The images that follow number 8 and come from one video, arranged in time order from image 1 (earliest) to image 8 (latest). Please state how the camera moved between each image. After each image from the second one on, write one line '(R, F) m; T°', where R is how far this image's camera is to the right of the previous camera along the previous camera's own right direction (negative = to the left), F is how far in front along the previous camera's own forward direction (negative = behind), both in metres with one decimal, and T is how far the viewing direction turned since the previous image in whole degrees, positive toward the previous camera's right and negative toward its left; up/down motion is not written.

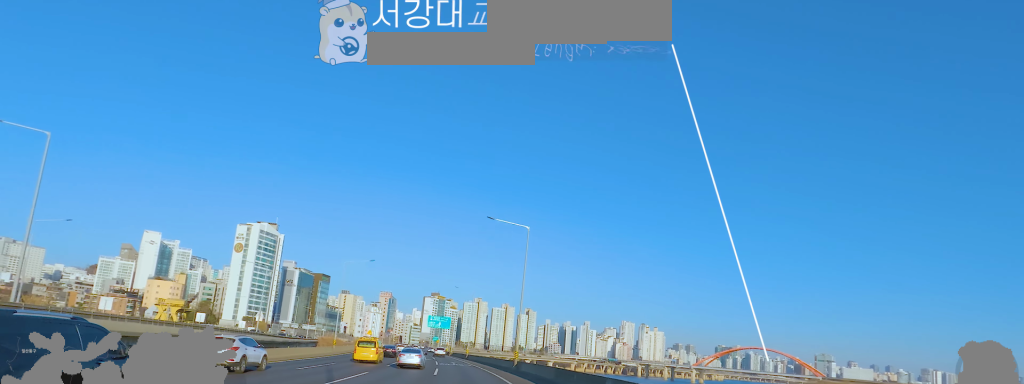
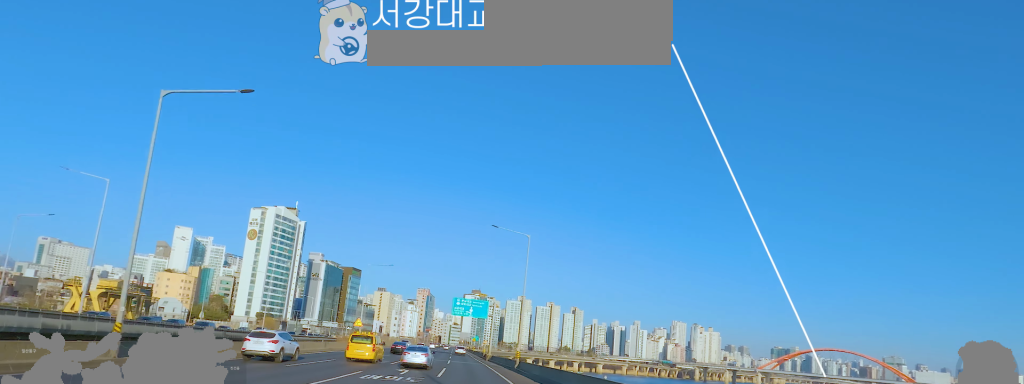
(-2.1, +44.0) m; 0°
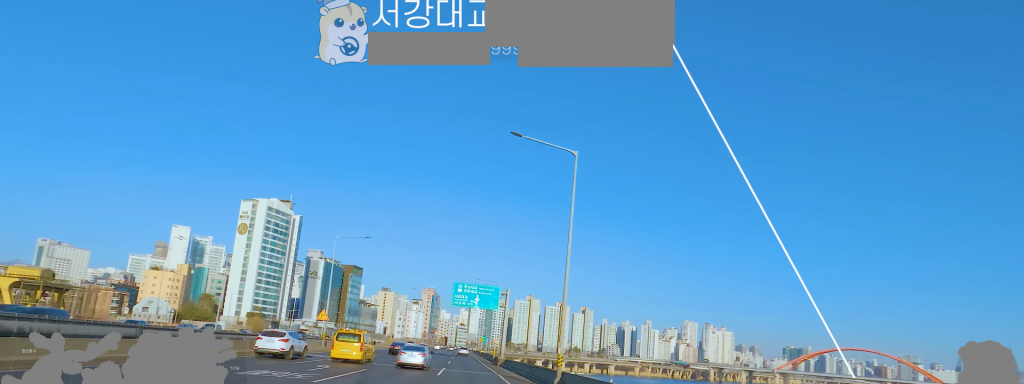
(+0.9, +19.9) m; -1°
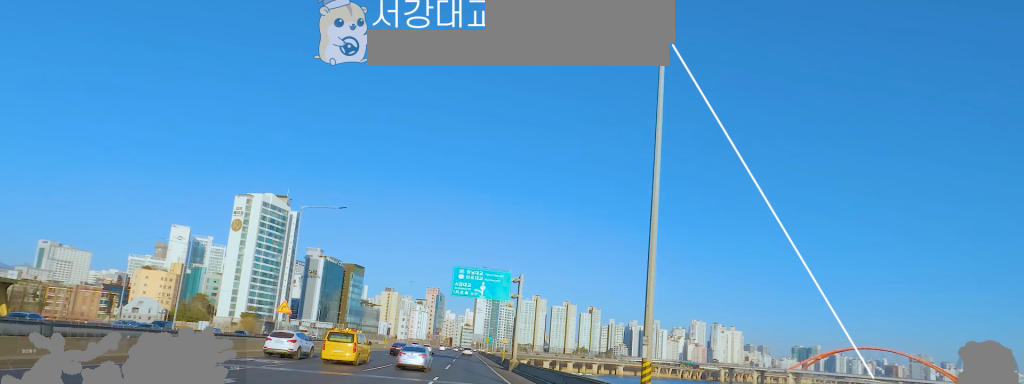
(-0.7, +12.7) m; -2°
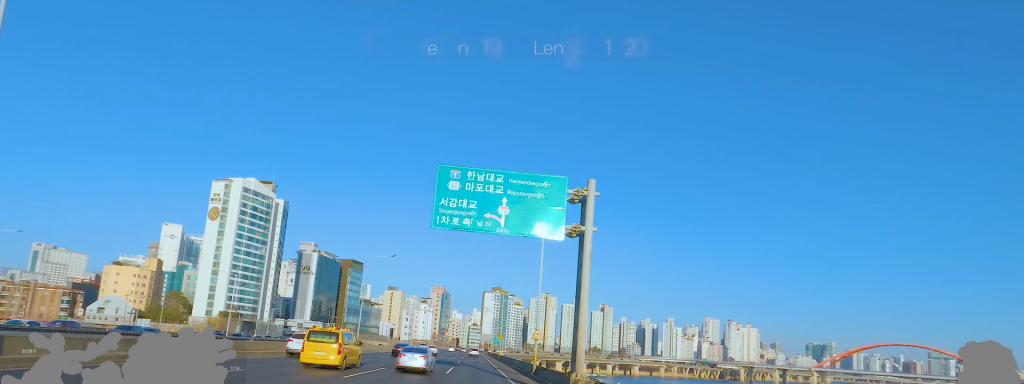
(-0.9, +29.0) m; -2°
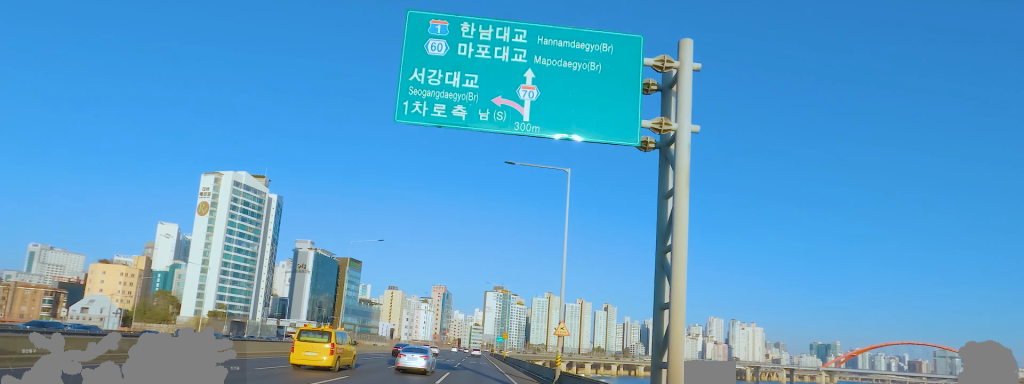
(0.0, +10.7) m; 0°
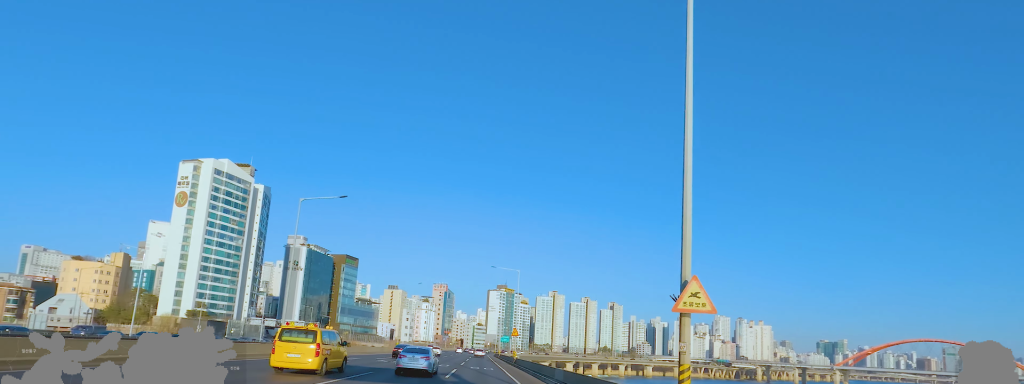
(-0.2, +18.7) m; 0°
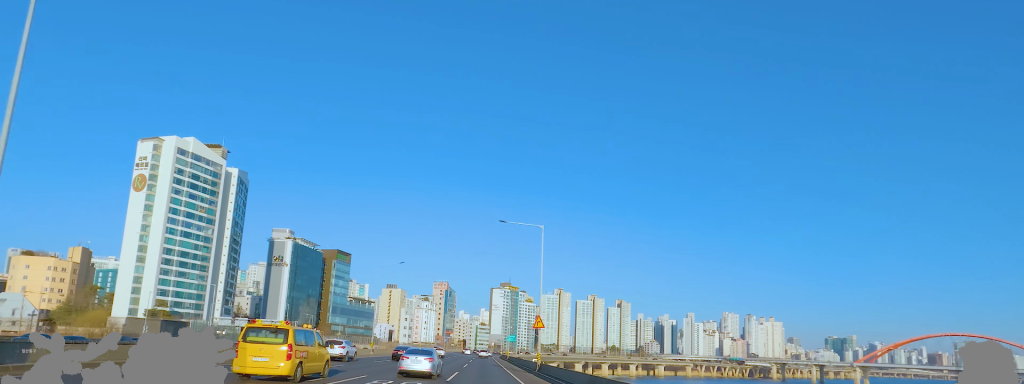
(+0.1, +27.8) m; +1°
